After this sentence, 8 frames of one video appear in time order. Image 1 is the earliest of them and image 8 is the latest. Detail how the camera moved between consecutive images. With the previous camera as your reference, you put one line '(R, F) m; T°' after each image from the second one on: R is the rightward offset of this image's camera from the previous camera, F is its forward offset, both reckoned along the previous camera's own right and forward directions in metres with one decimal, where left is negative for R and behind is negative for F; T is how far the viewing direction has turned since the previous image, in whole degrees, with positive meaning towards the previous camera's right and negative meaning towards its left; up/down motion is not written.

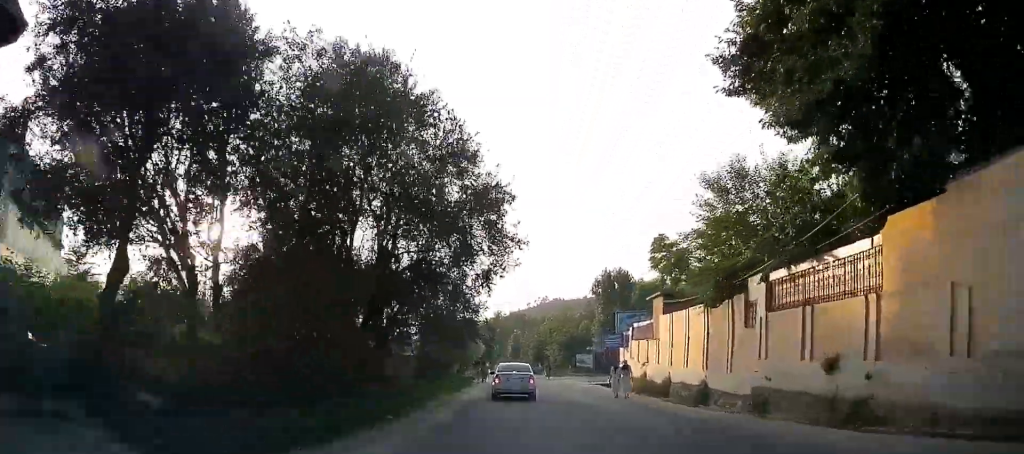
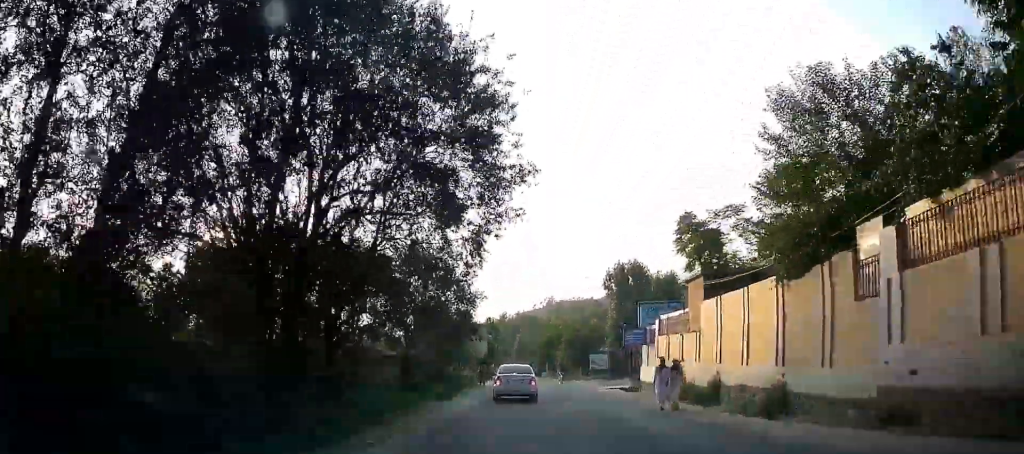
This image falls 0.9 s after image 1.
(0.0, +6.2) m; +1°
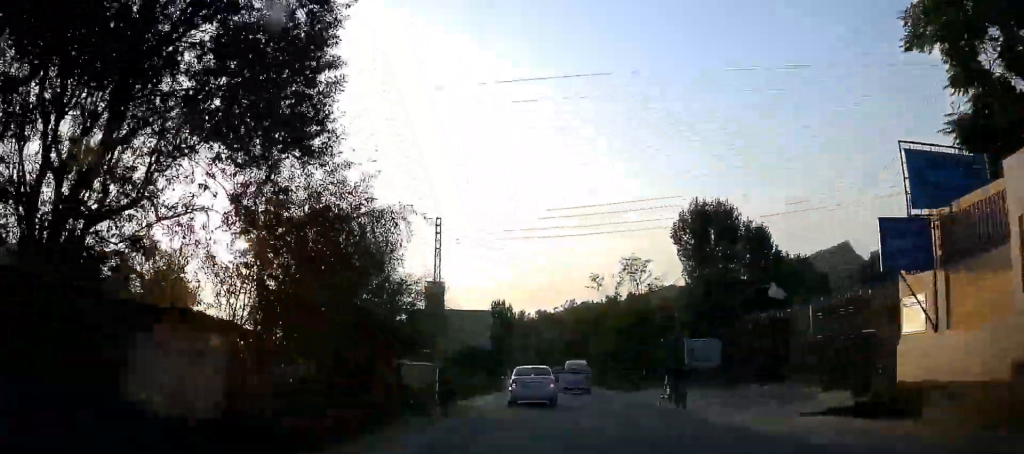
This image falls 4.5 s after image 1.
(0.0, +25.0) m; -1°
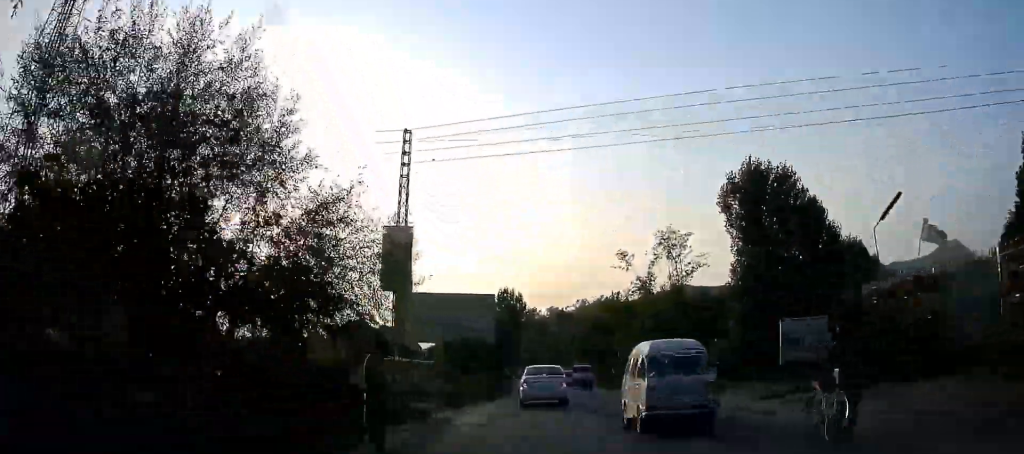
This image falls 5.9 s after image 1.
(-0.3, +9.4) m; -1°
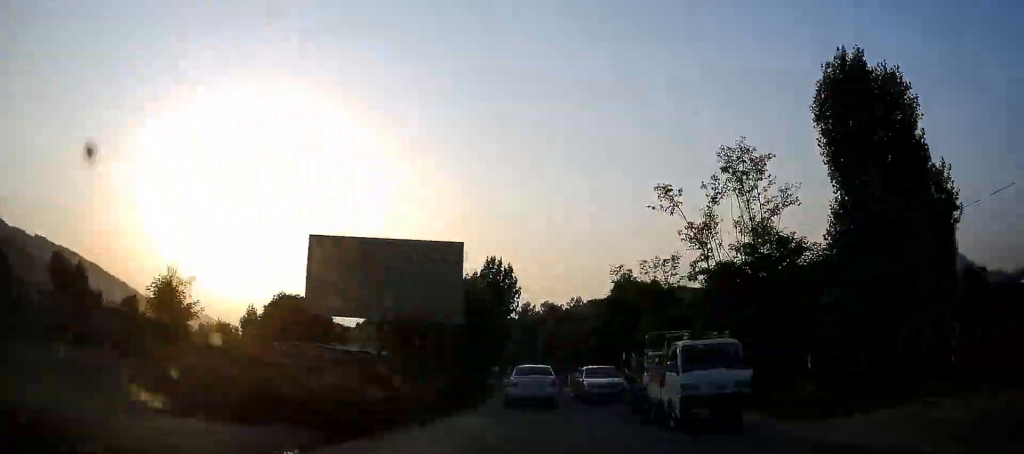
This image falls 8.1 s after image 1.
(+0.2, +14.2) m; 0°
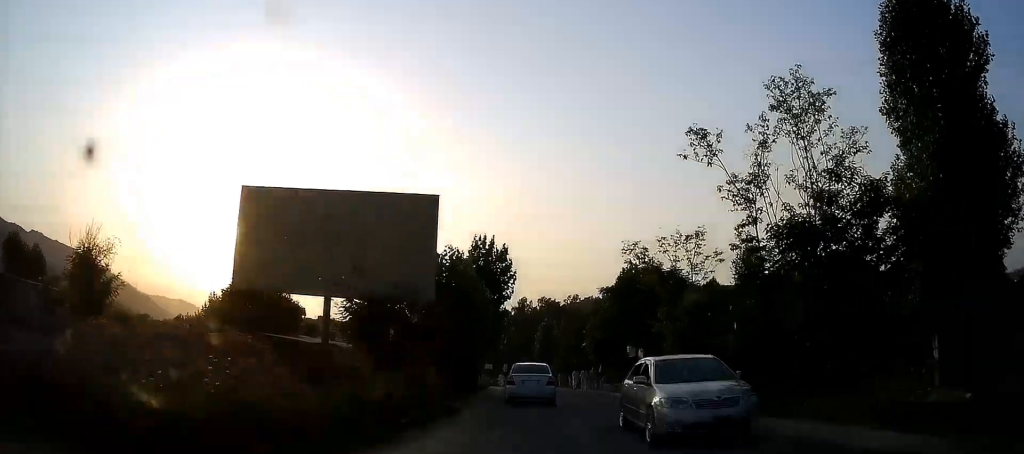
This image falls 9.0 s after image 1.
(-0.2, +6.0) m; 0°
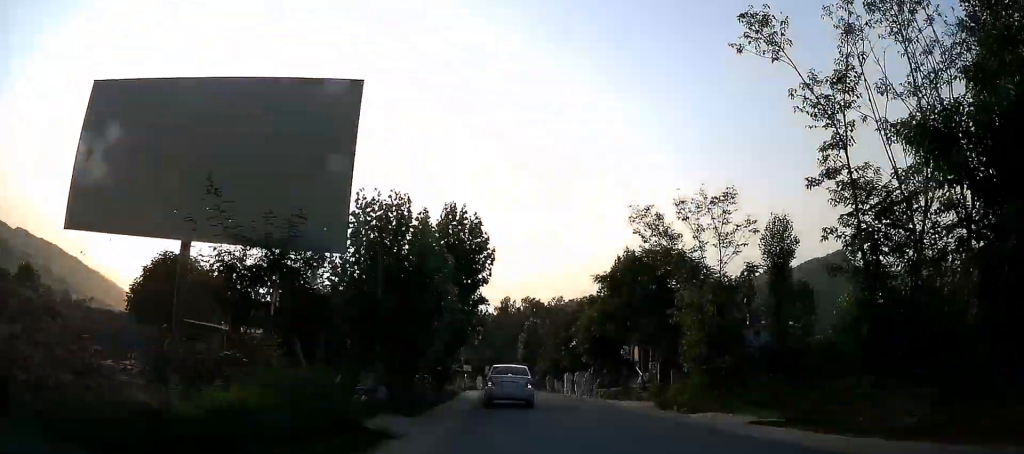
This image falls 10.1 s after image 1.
(0.0, +6.8) m; 0°
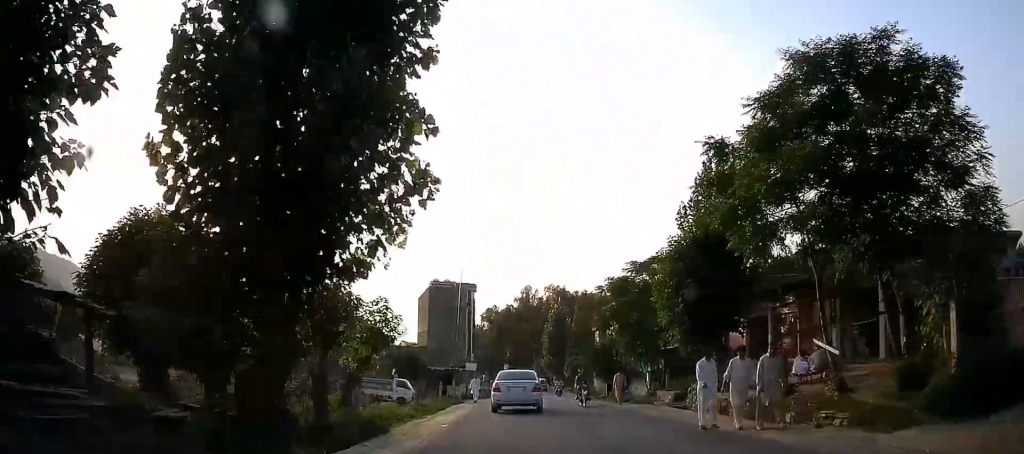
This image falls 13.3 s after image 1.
(+0.4, +21.0) m; 0°
